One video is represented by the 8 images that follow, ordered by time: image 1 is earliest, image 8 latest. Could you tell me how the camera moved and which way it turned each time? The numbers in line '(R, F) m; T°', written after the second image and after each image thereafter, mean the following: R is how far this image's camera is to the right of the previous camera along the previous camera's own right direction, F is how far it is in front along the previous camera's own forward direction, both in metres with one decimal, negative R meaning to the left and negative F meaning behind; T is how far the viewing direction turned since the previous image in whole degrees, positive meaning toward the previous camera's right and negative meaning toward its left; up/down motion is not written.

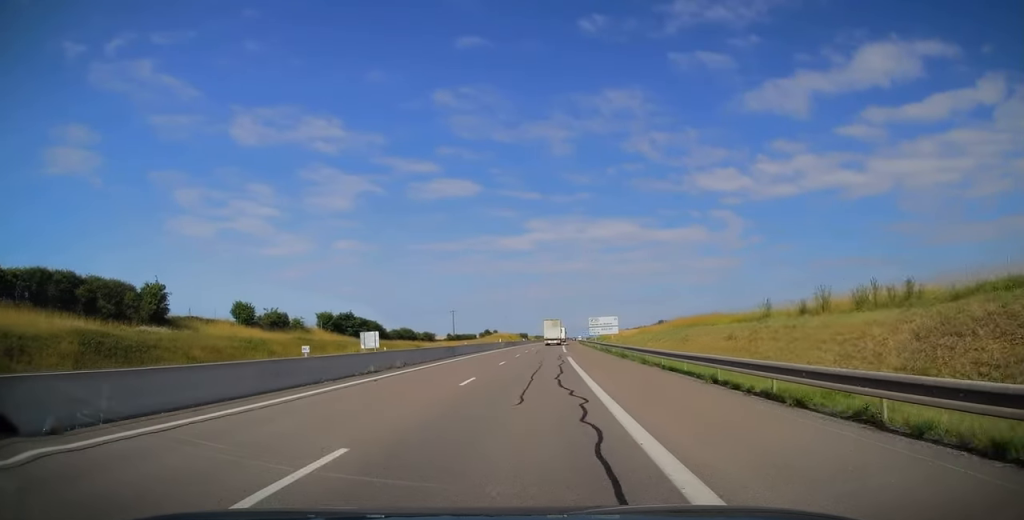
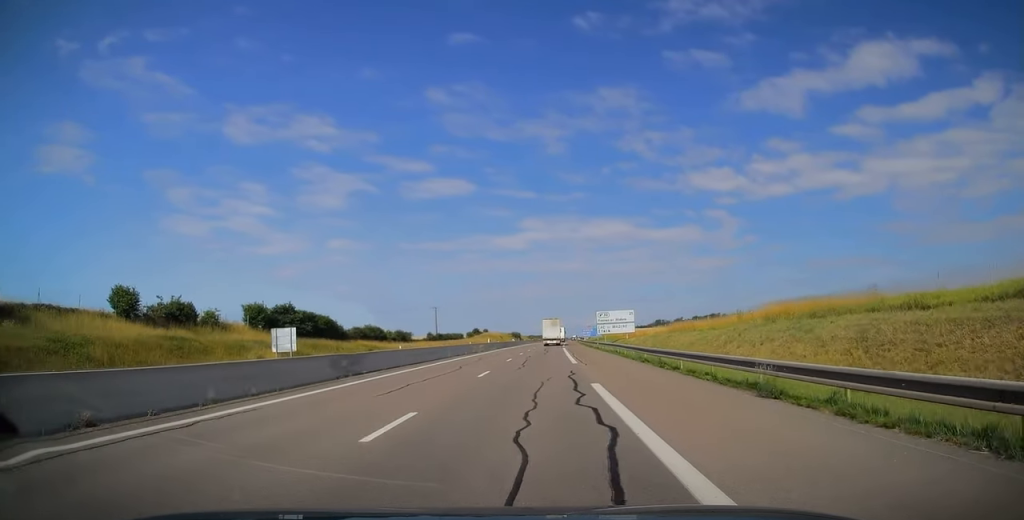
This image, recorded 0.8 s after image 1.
(0.0, +22.4) m; 0°
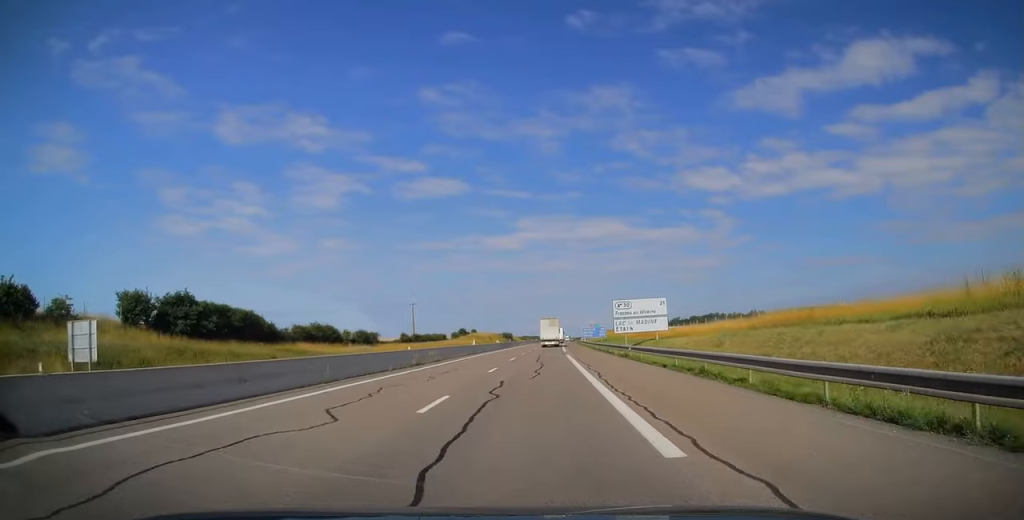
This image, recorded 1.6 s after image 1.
(0.0, +22.9) m; +1°
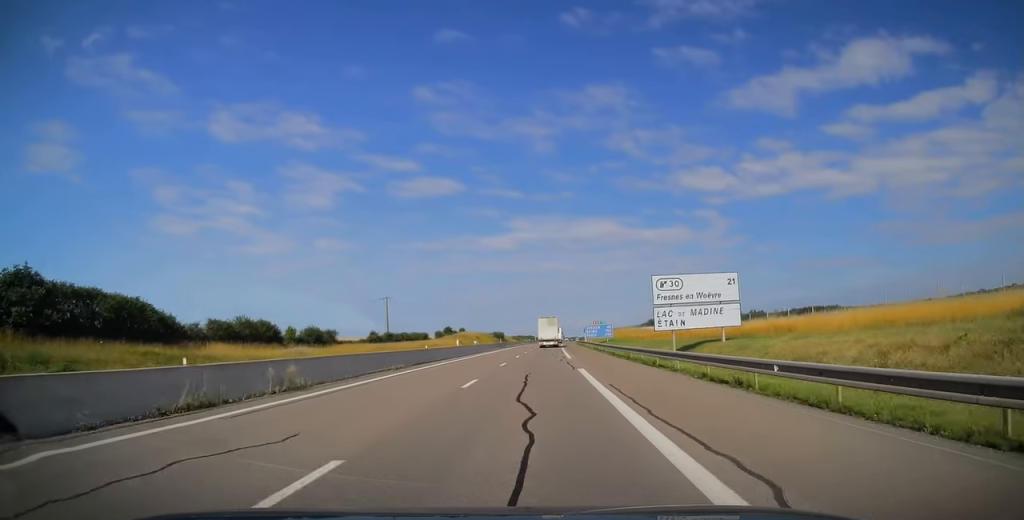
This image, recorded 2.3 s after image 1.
(+0.1, +20.4) m; +1°
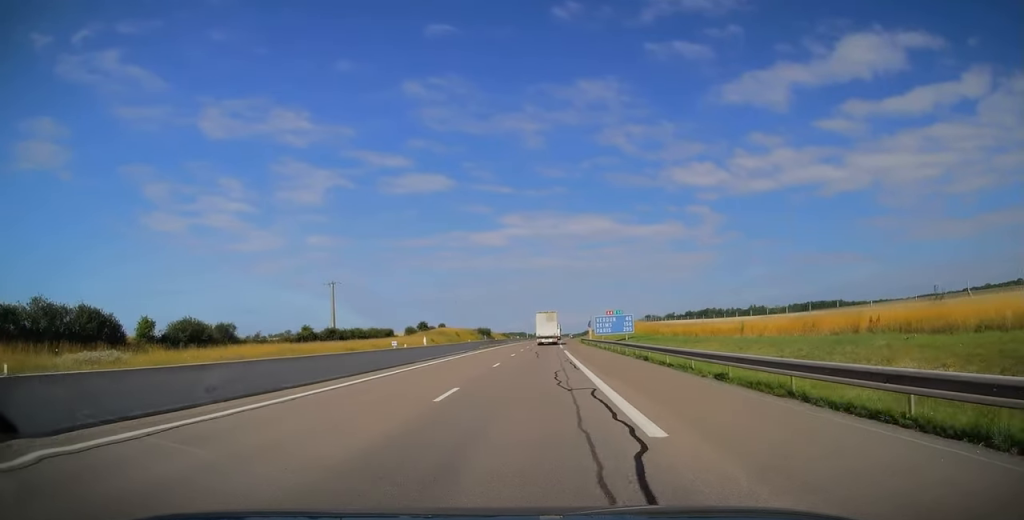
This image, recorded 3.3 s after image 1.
(+0.5, +30.1) m; +1°
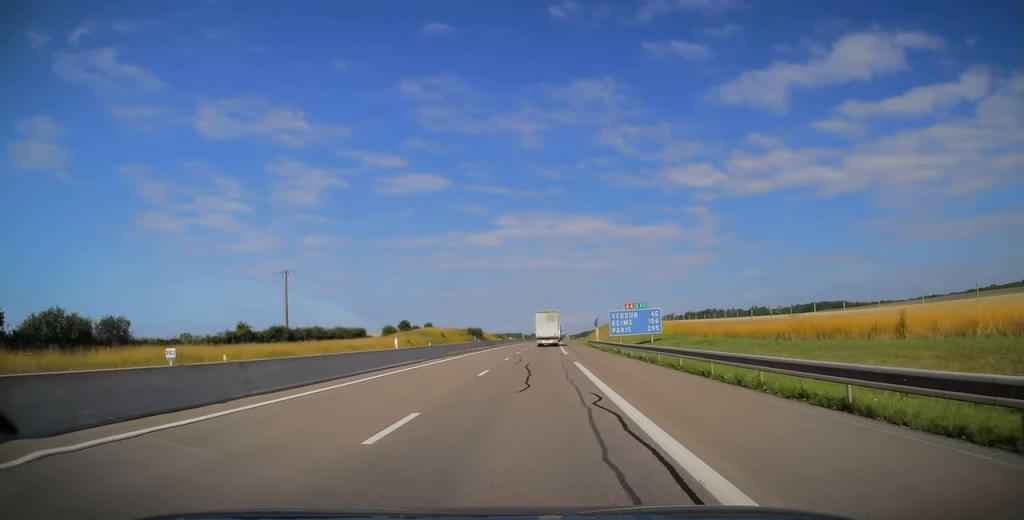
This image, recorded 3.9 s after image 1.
(+0.3, +18.4) m; 0°
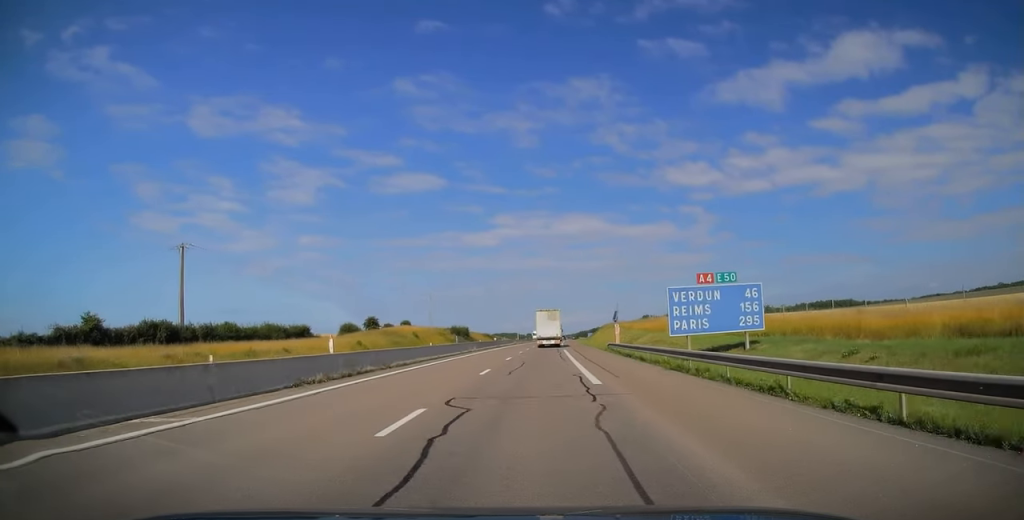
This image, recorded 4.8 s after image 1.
(-0.4, +25.6) m; 0°
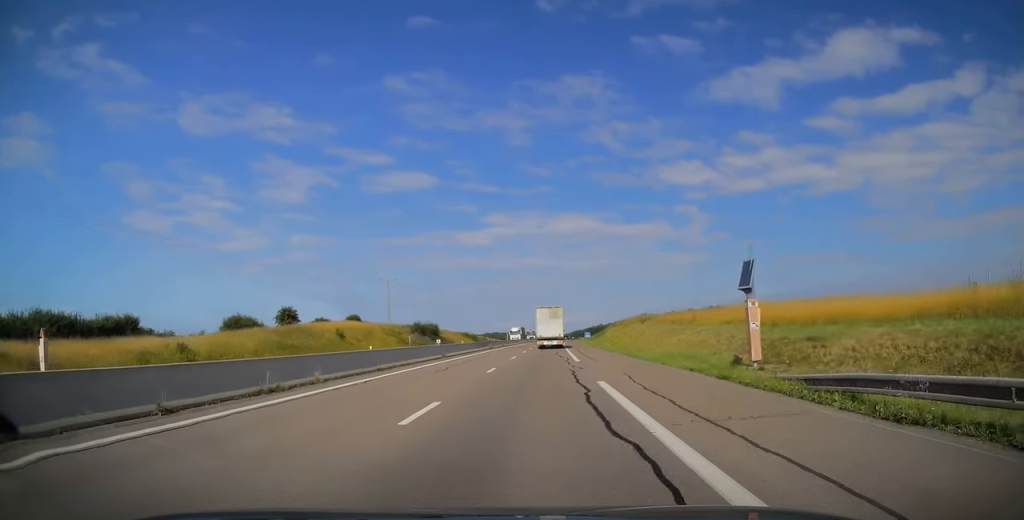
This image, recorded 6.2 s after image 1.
(+0.5, +38.0) m; +1°
